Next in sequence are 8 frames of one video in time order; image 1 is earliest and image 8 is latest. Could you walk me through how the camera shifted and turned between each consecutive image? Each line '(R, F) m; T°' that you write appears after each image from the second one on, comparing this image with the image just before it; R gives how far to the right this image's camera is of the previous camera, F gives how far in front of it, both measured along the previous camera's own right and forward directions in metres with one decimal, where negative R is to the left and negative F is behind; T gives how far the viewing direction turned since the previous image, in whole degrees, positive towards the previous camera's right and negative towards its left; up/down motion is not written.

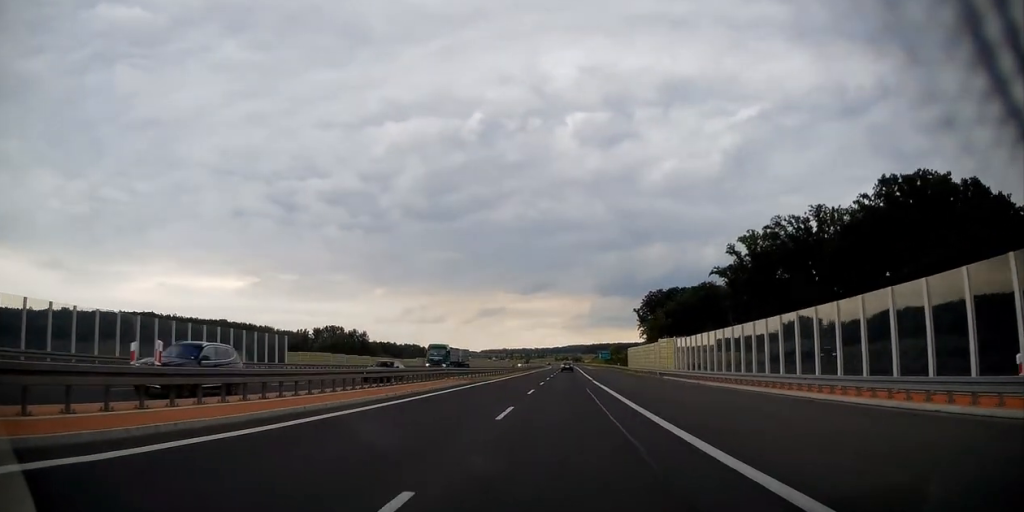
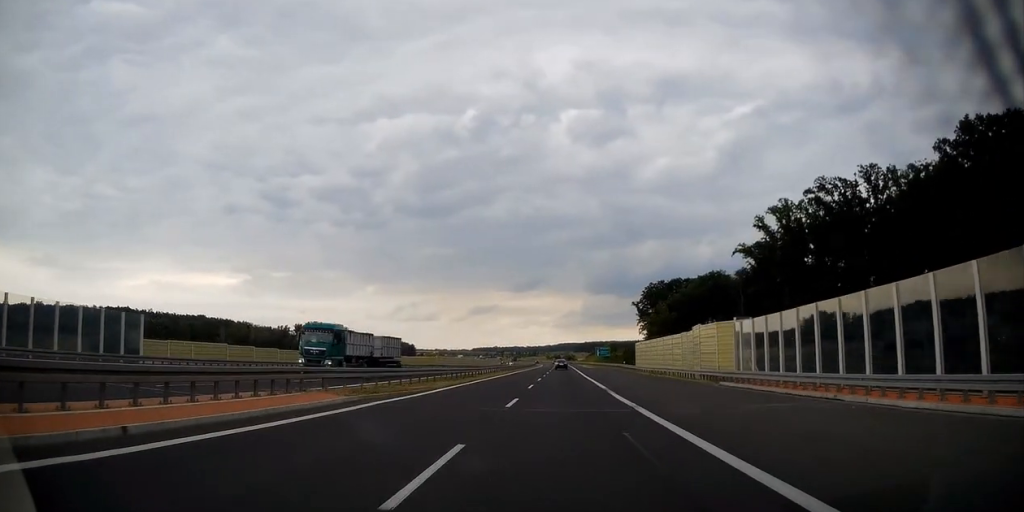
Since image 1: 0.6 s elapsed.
(0.0, +20.8) m; +1°
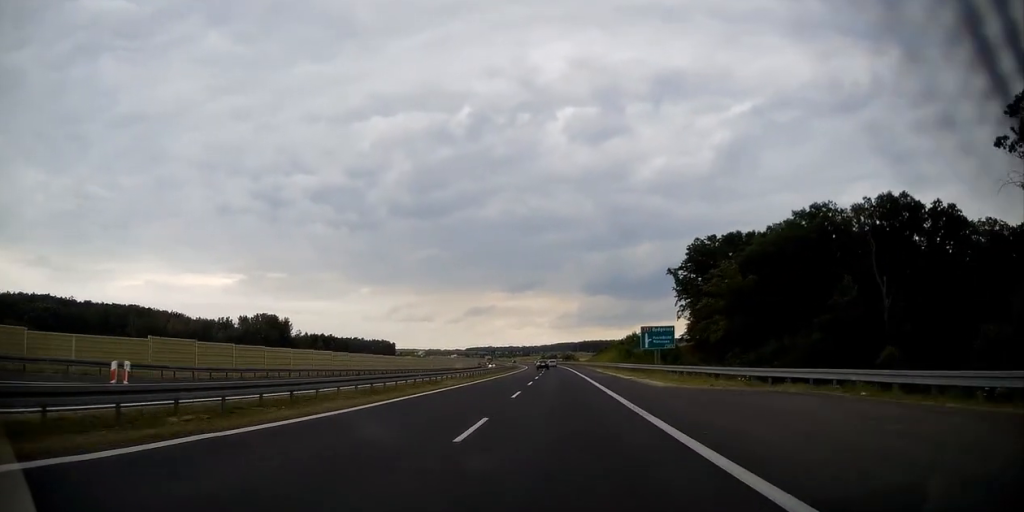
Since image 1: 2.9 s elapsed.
(+1.1, +80.0) m; +1°
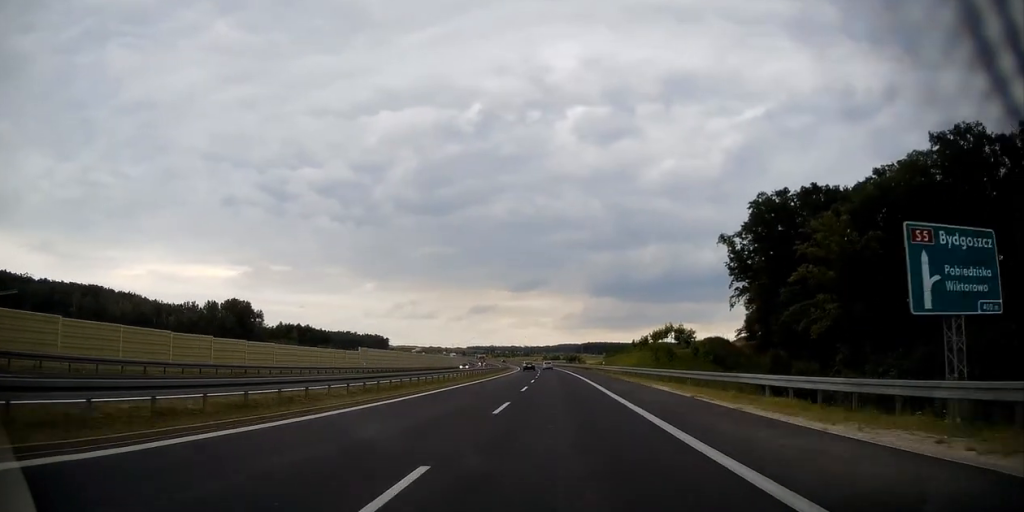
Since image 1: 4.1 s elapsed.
(-0.1, +42.9) m; 0°
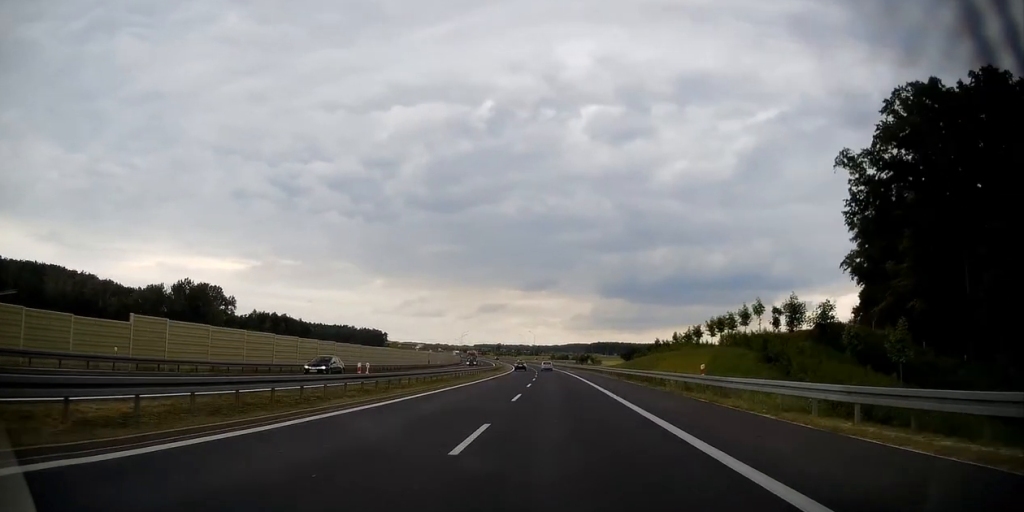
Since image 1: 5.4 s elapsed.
(0.0, +42.8) m; 0°
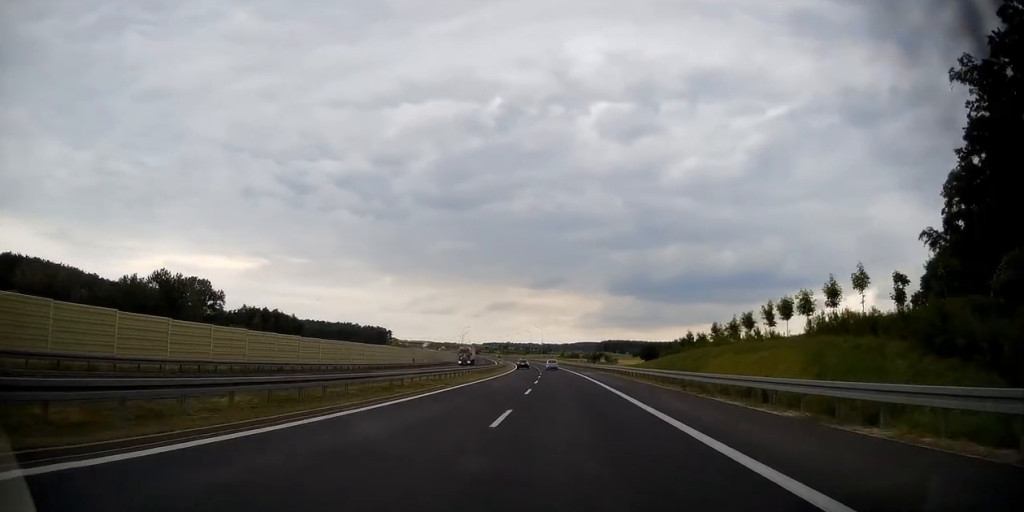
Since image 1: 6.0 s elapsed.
(-0.1, +20.8) m; -1°
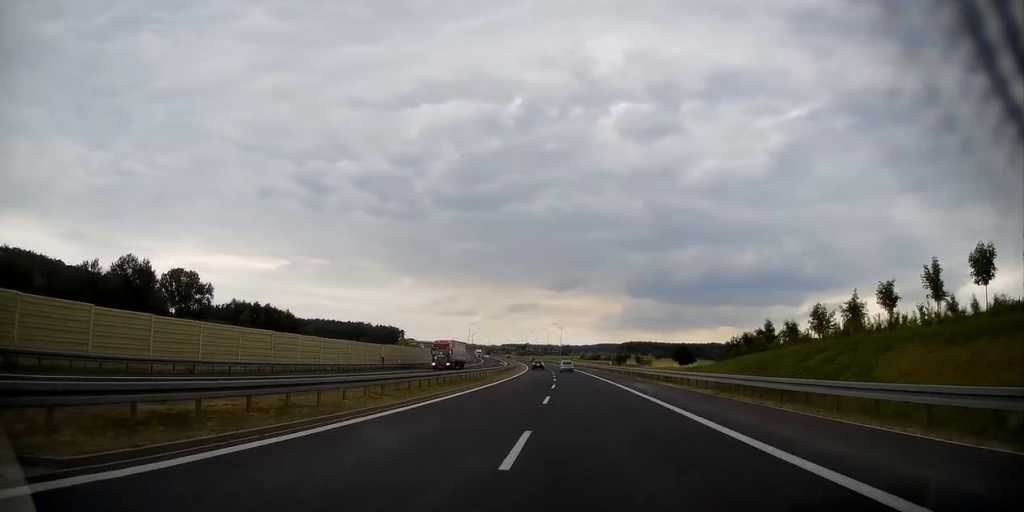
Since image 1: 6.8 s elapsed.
(-0.3, +28.8) m; -1°
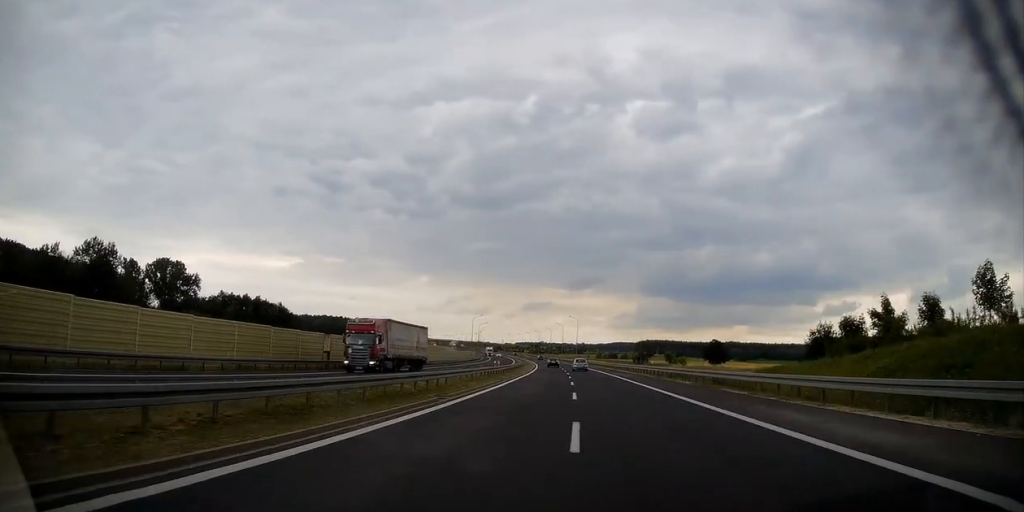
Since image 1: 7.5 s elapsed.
(0.0, +22.9) m; -1°
